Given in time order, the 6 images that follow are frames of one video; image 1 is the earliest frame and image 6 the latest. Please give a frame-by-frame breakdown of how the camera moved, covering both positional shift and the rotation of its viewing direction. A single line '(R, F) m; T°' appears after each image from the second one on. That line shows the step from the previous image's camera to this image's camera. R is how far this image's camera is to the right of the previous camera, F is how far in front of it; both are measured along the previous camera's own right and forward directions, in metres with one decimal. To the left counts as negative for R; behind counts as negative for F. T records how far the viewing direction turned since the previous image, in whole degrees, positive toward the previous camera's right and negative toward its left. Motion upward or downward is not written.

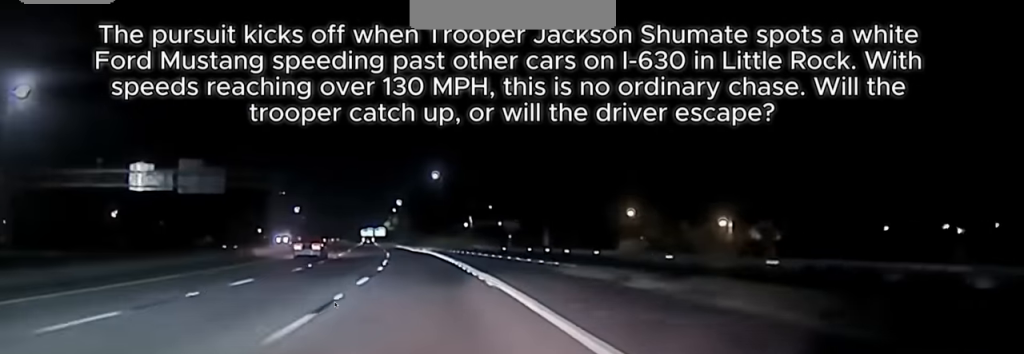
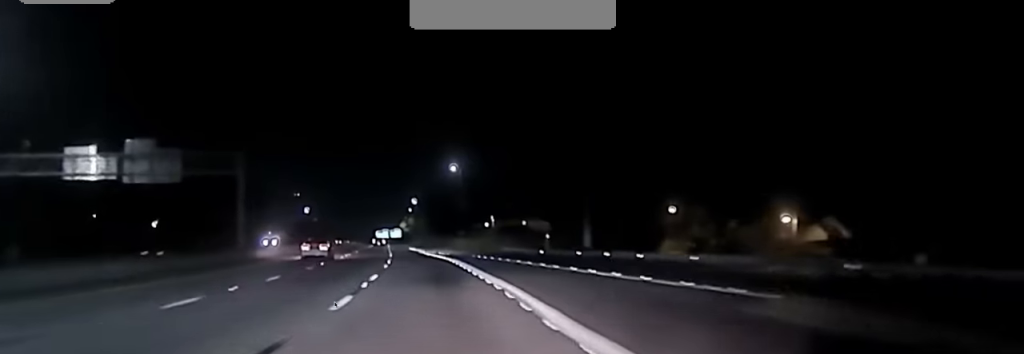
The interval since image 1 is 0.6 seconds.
(-0.3, +19.1) m; -2°
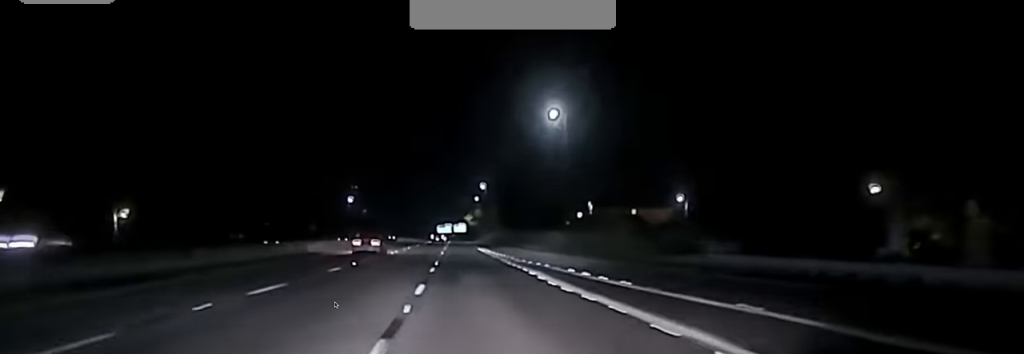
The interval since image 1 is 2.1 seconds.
(-1.7, +52.5) m; -3°
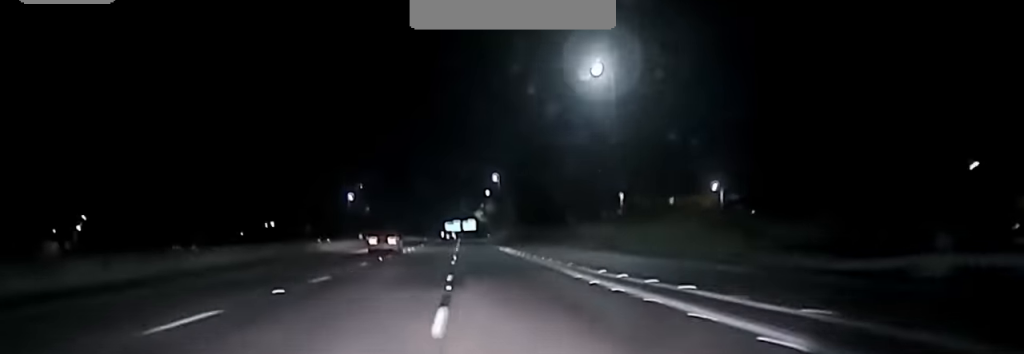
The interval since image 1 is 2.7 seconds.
(-0.3, +22.2) m; 0°
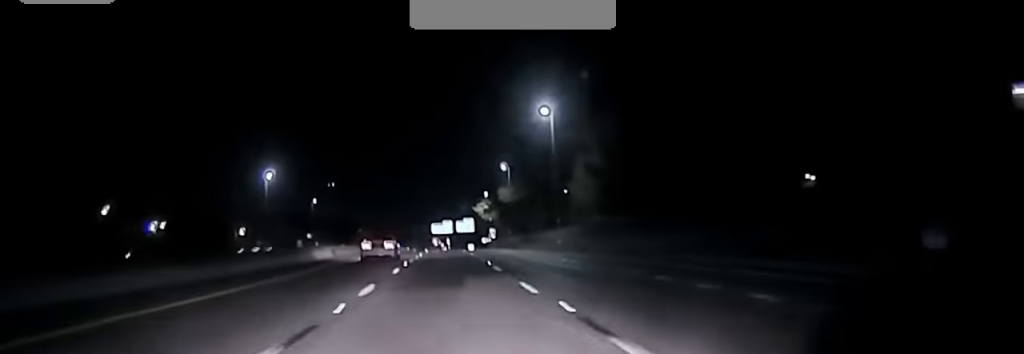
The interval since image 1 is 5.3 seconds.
(+0.7, +104.8) m; +1°
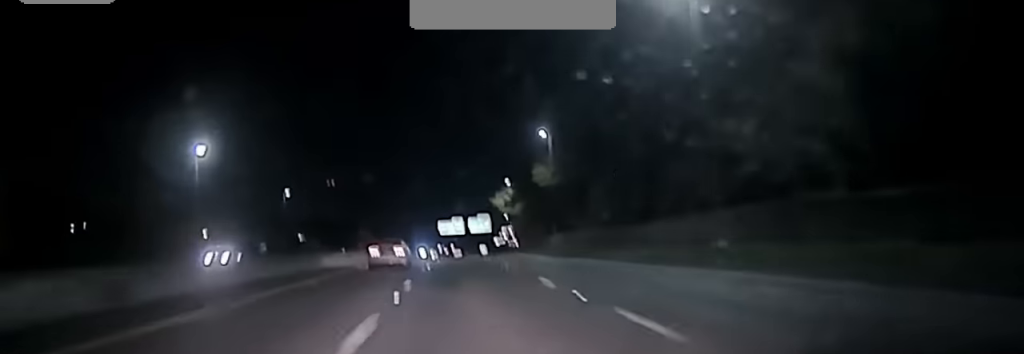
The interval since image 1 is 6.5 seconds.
(-0.2, +46.5) m; 0°
